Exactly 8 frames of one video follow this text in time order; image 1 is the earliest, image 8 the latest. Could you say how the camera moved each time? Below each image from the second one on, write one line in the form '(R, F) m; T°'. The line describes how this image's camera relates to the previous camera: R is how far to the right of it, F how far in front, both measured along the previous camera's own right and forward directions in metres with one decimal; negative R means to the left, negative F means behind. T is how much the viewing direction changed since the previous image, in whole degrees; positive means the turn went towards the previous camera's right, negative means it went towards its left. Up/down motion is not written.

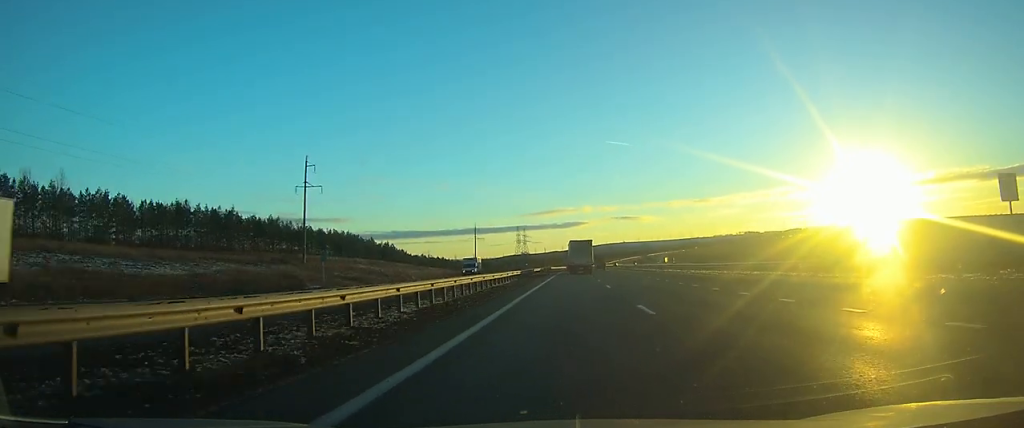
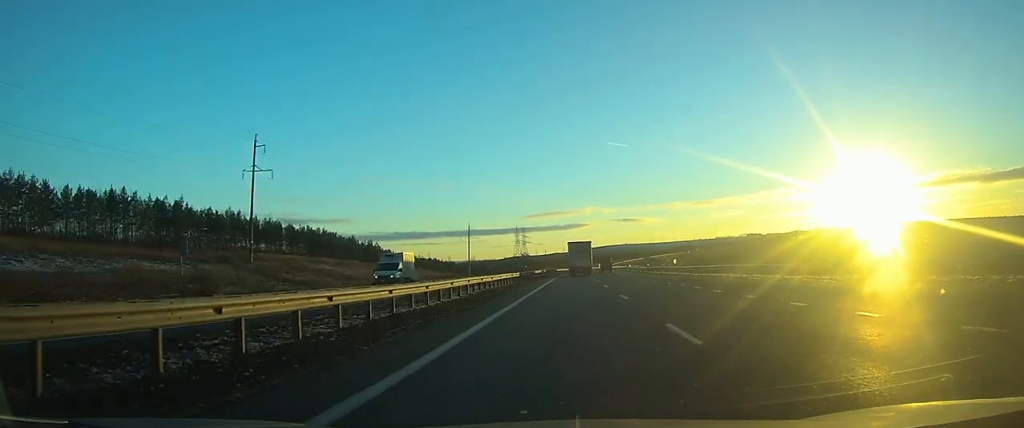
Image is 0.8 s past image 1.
(+0.1, +20.1) m; 0°
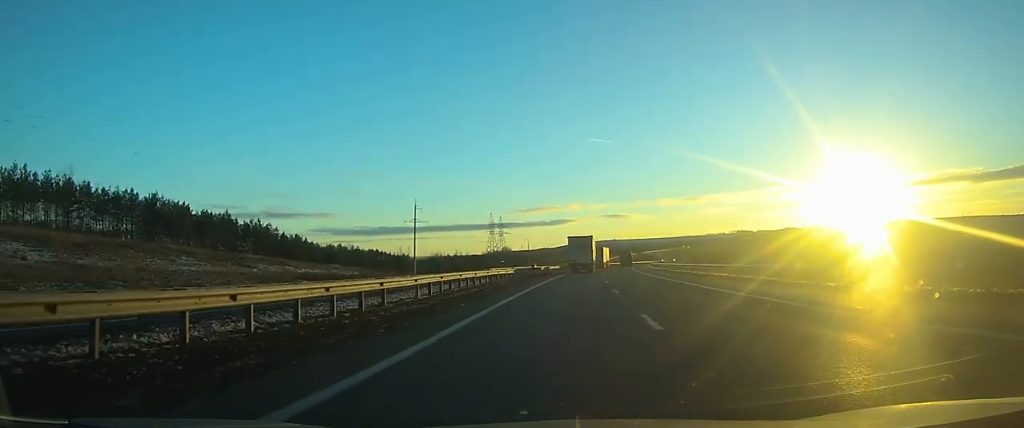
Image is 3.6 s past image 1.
(+0.4, +67.7) m; +1°
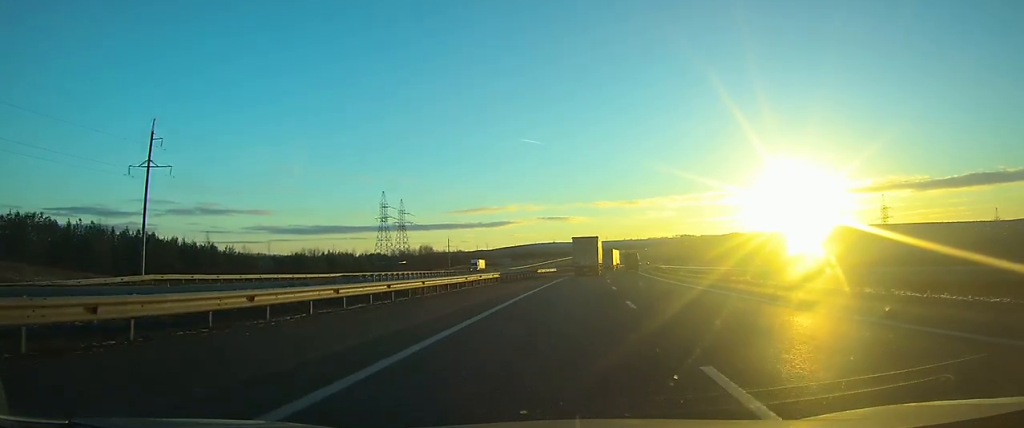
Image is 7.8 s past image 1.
(+3.3, +92.0) m; +5°
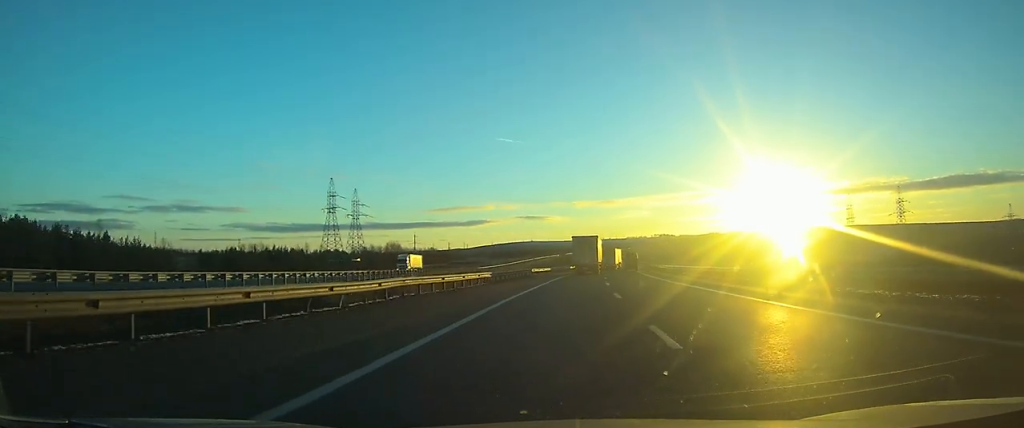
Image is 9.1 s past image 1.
(+0.8, +31.5) m; +2°
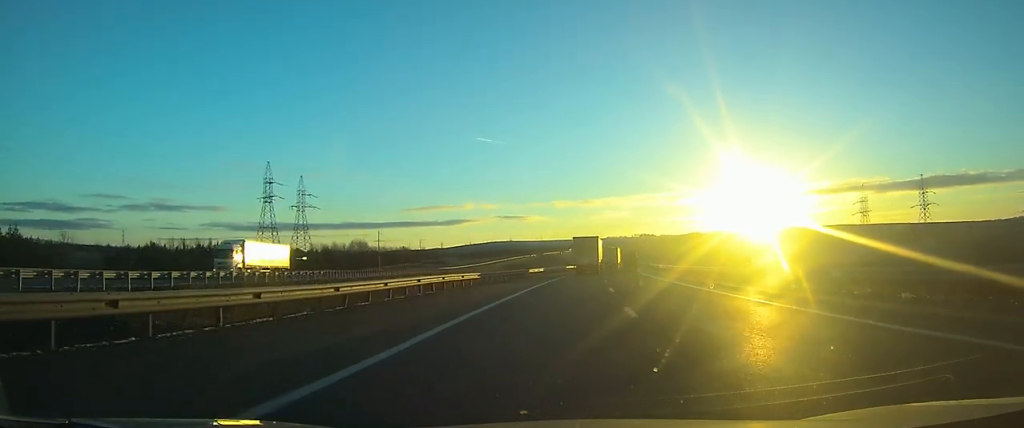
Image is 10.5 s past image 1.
(+0.6, +33.1) m; +2°
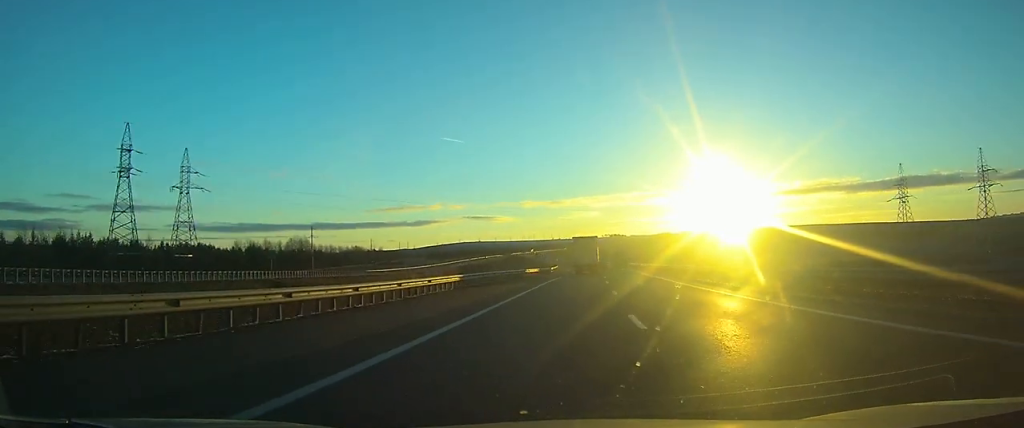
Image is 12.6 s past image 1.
(+1.5, +54.5) m; +3°
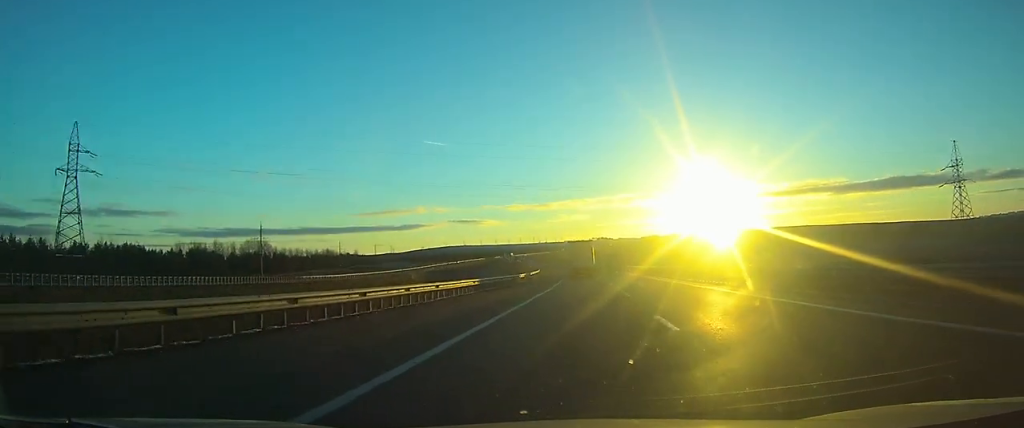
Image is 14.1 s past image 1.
(+0.7, +38.2) m; +2°
